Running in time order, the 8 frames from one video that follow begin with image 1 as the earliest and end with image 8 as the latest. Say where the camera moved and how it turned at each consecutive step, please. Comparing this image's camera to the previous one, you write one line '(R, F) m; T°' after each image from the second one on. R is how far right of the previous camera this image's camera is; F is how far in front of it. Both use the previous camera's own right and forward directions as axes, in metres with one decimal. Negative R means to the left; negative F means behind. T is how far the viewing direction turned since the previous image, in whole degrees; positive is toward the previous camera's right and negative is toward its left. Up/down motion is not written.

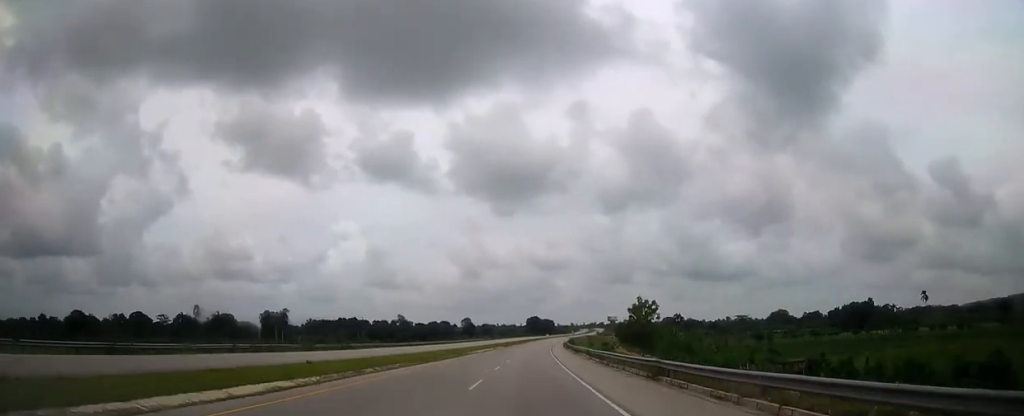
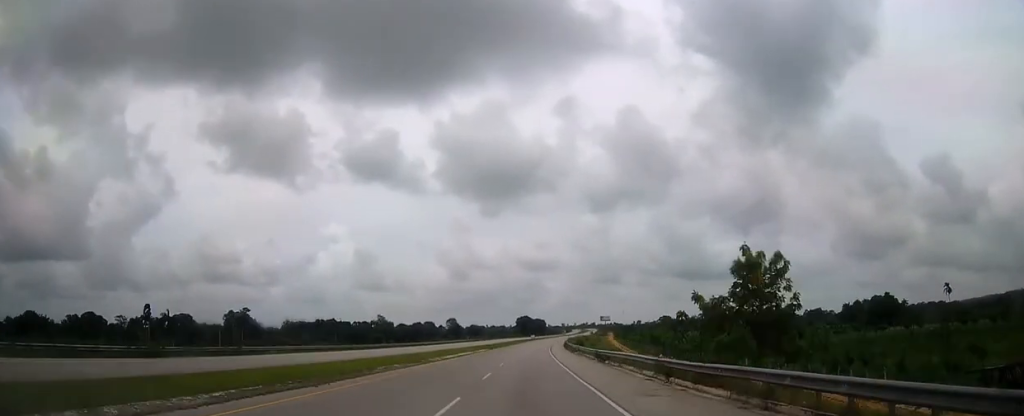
(0.0, +30.9) m; +1°
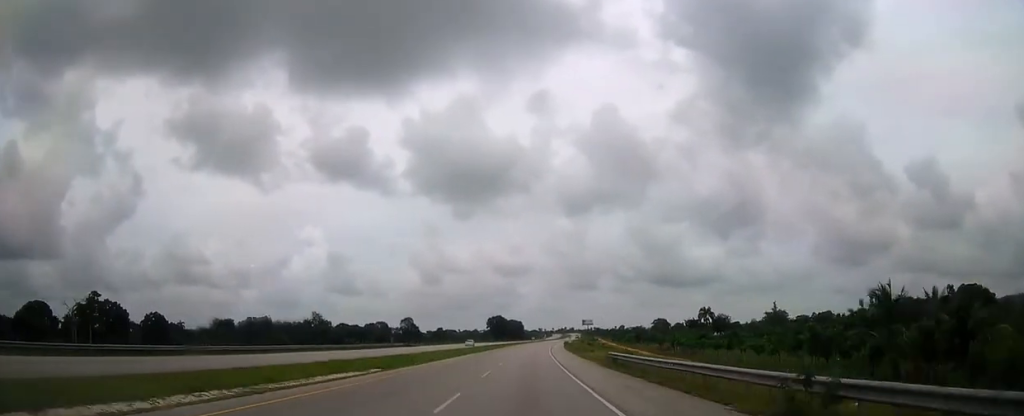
(+1.9, +83.0) m; +2°
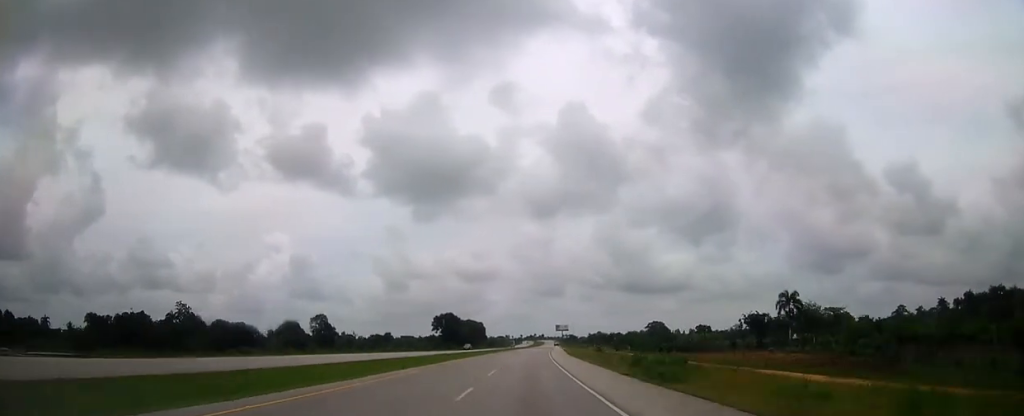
(+3.0, +105.3) m; +3°
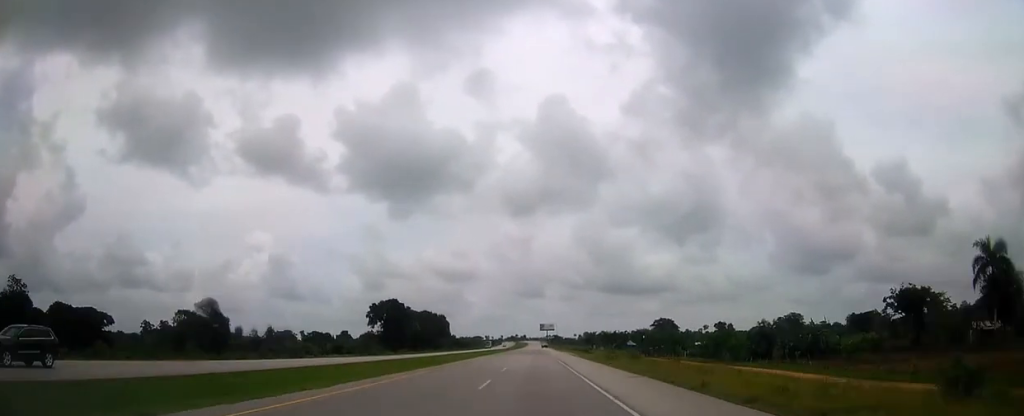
(+1.4, +80.4) m; +2°
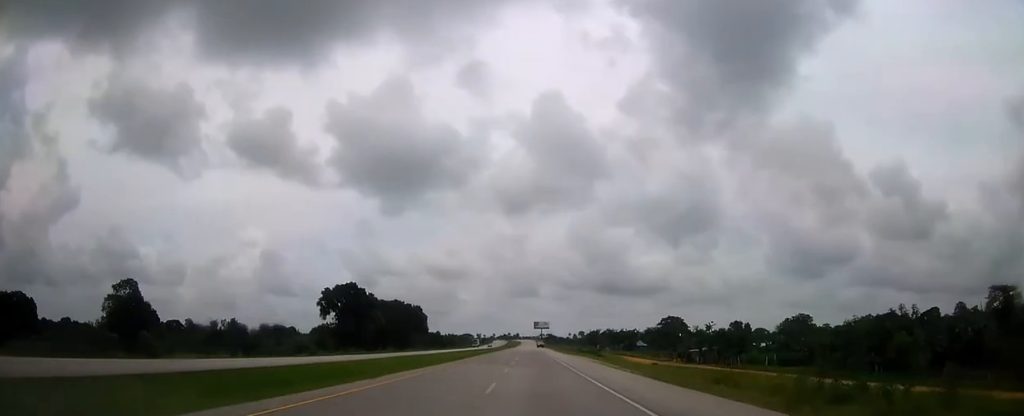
(+0.1, +37.3) m; +1°
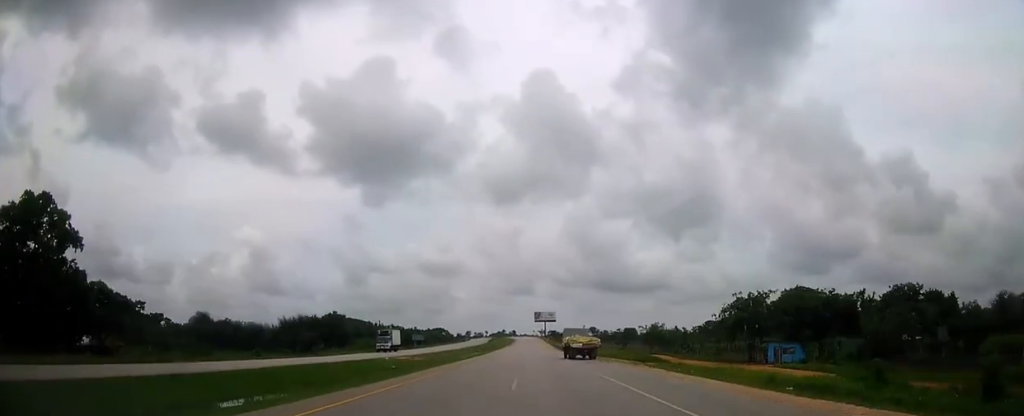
(+1.3, +166.2) m; +1°
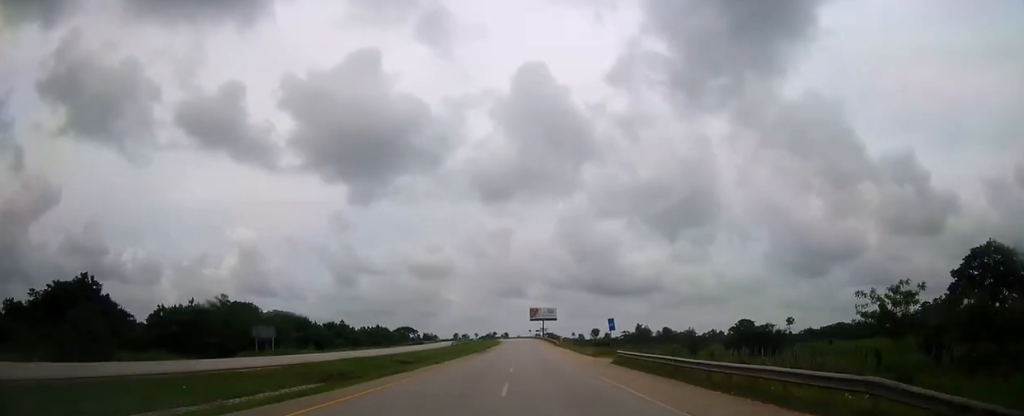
(+0.4, +87.8) m; 0°
